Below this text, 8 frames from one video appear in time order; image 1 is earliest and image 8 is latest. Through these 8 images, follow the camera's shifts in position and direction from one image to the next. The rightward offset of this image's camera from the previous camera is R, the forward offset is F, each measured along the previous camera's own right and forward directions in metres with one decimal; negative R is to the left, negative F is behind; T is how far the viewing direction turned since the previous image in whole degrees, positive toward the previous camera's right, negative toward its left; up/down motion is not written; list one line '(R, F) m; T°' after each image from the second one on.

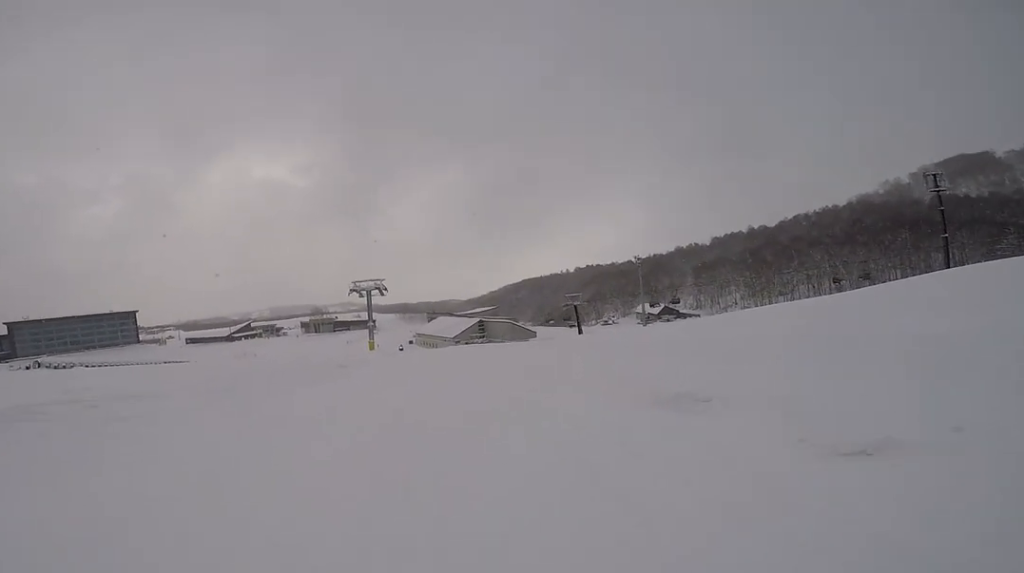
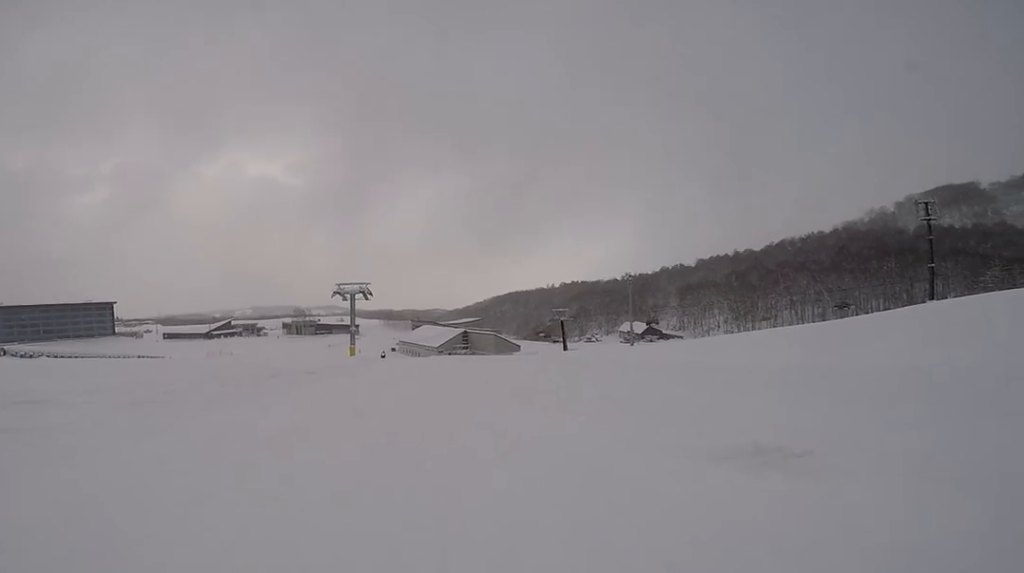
(-0.4, +2.3) m; +1°
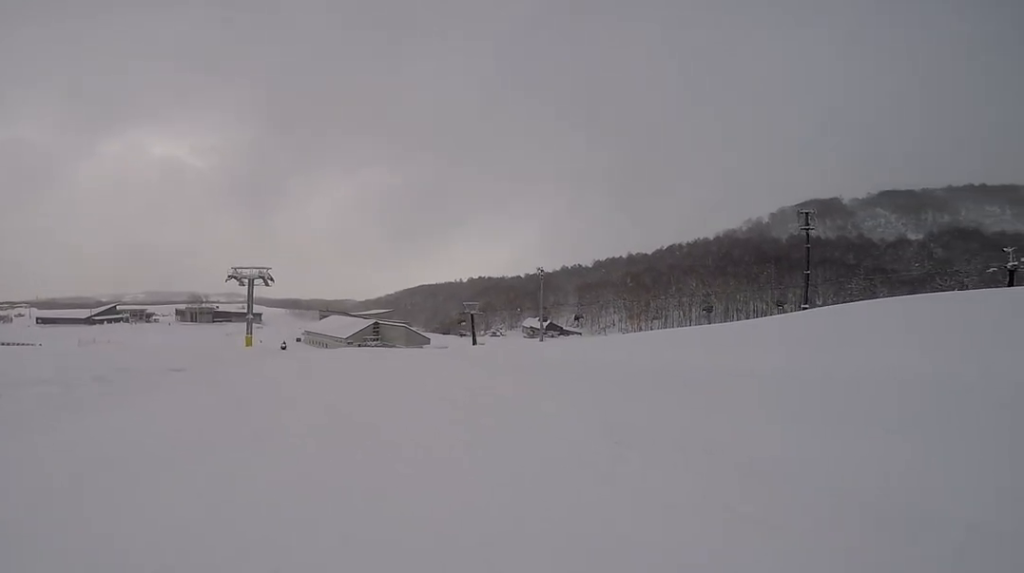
(+1.3, +4.7) m; +16°
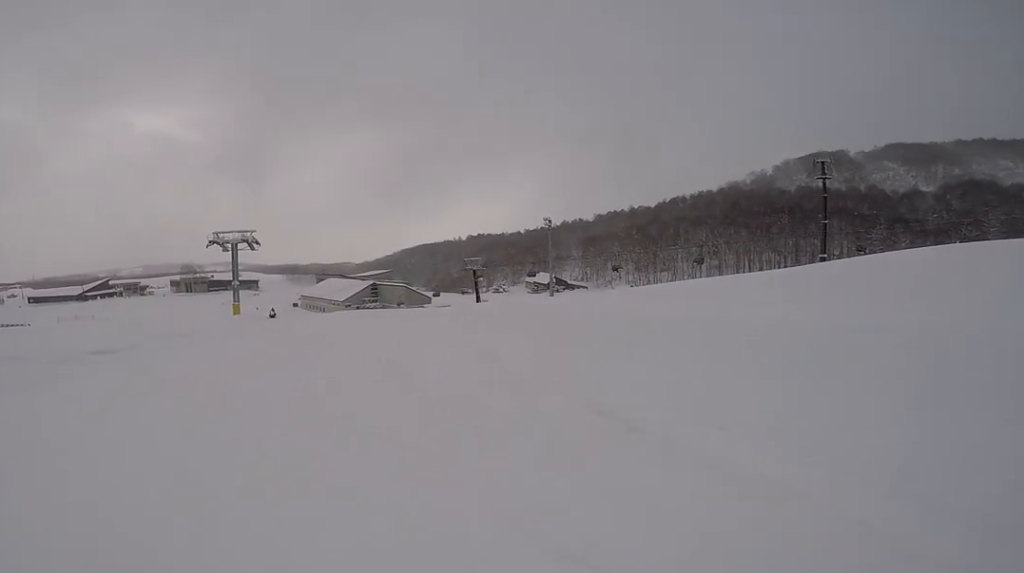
(+0.1, +5.4) m; -4°
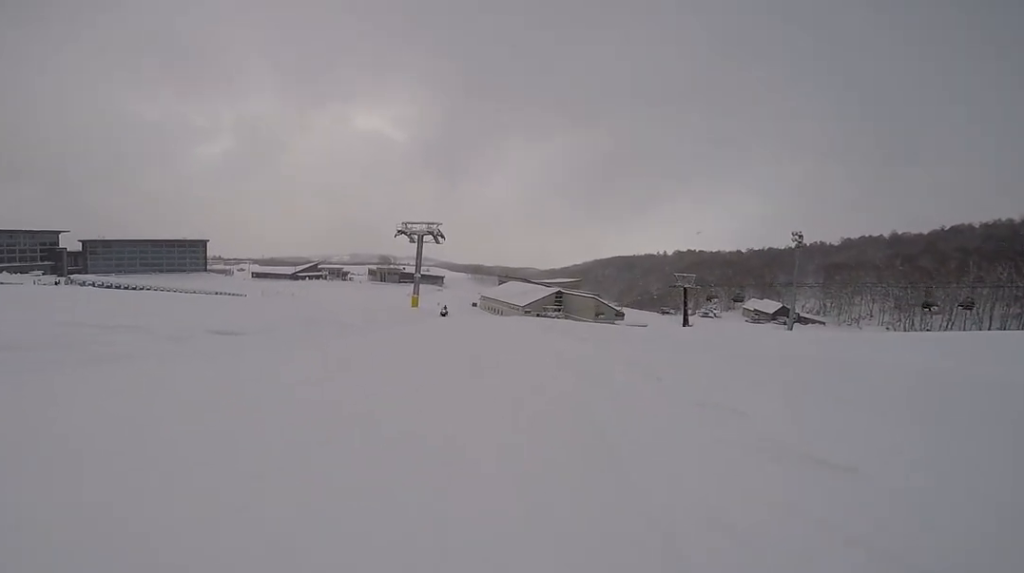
(-0.7, +5.1) m; -13°
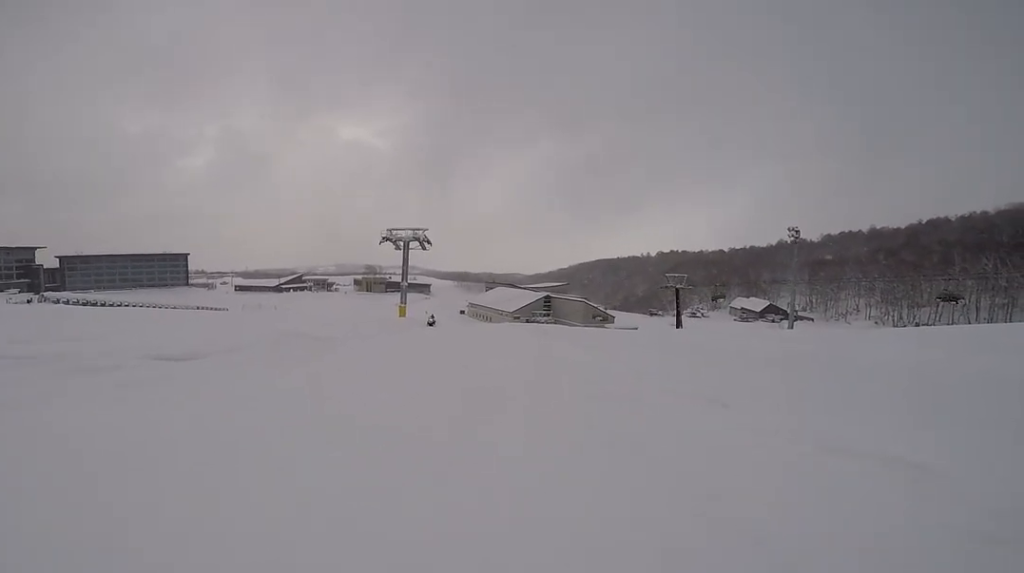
(-0.8, +2.7) m; 0°
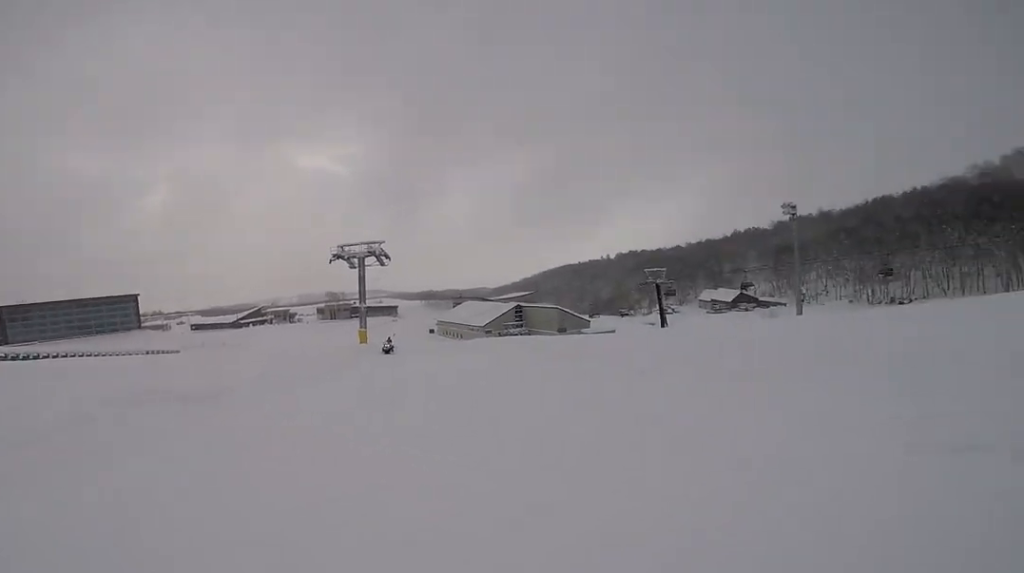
(+0.4, +8.0) m; +1°
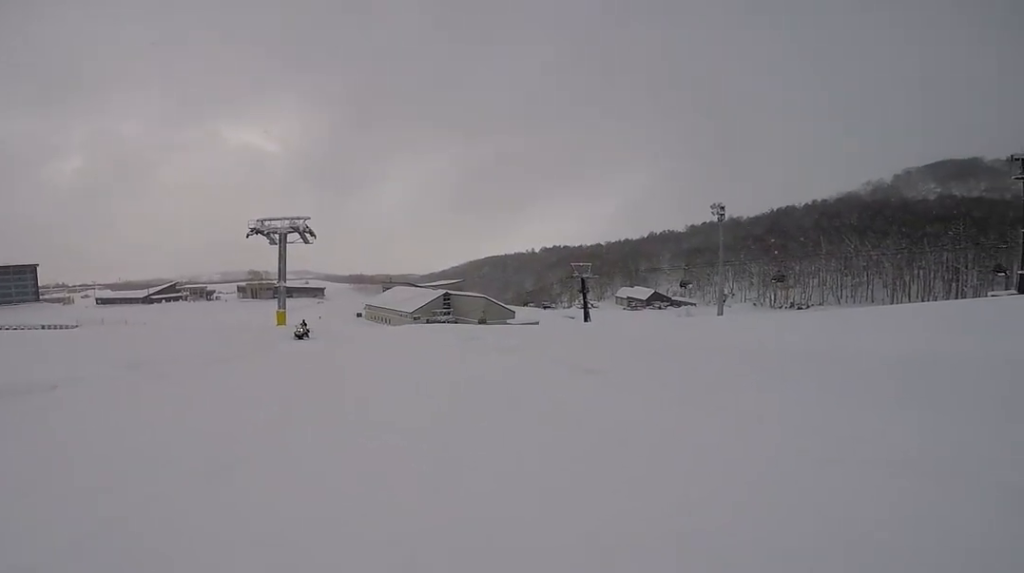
(-0.3, +2.9) m; +4°
